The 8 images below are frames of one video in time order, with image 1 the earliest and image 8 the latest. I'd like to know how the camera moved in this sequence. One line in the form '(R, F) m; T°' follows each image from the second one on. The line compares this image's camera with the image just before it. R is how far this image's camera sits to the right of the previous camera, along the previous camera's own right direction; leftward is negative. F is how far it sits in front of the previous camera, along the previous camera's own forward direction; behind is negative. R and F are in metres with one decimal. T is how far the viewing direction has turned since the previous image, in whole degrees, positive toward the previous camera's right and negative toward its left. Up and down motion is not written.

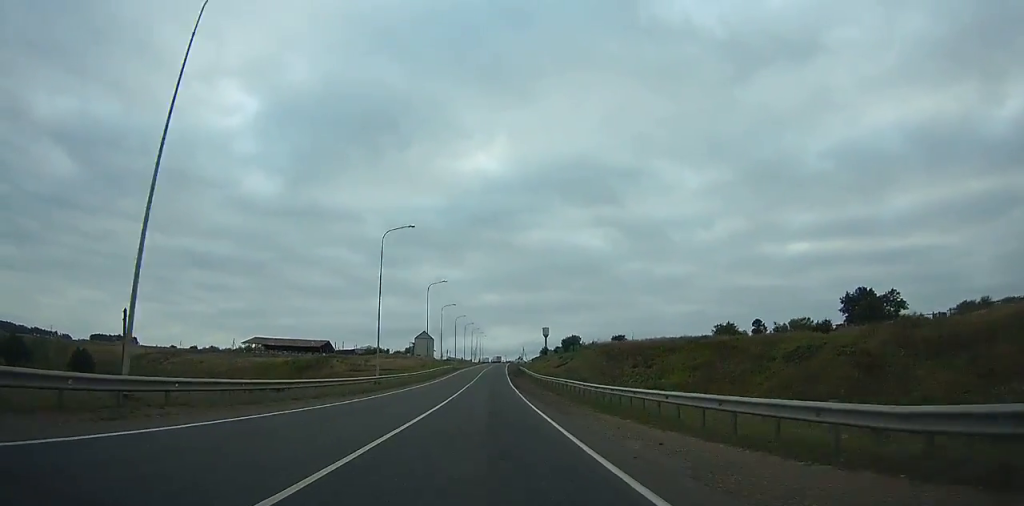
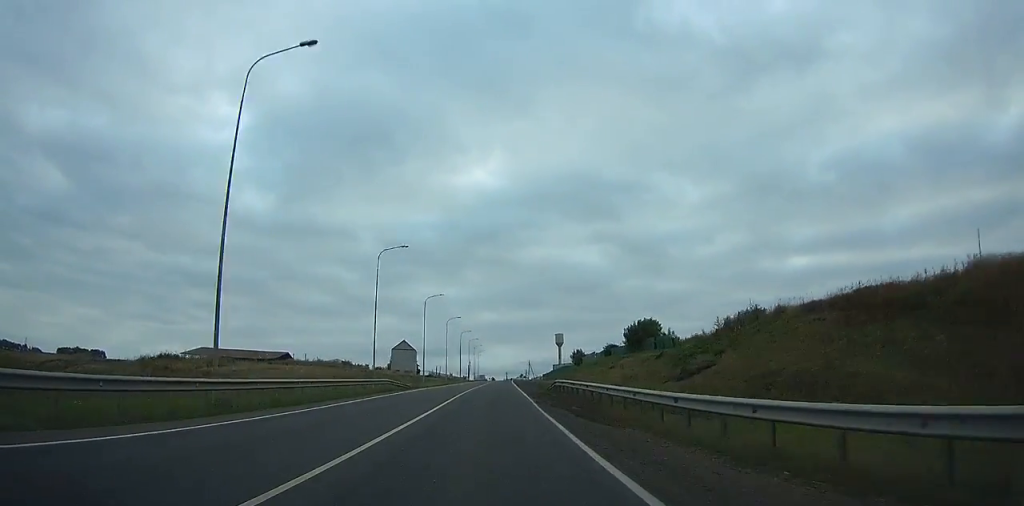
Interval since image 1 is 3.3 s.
(-0.6, +57.7) m; 0°
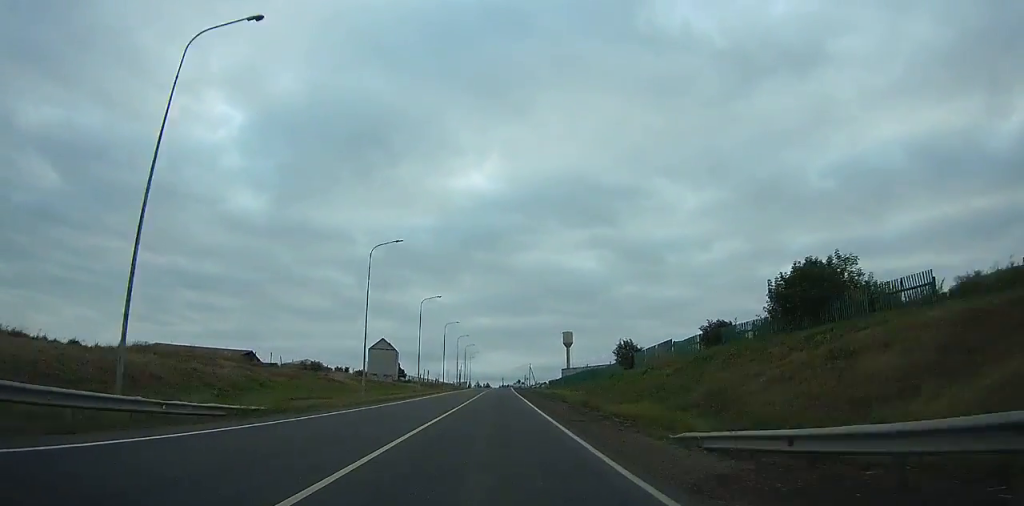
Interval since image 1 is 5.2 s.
(0.0, +33.0) m; 0°
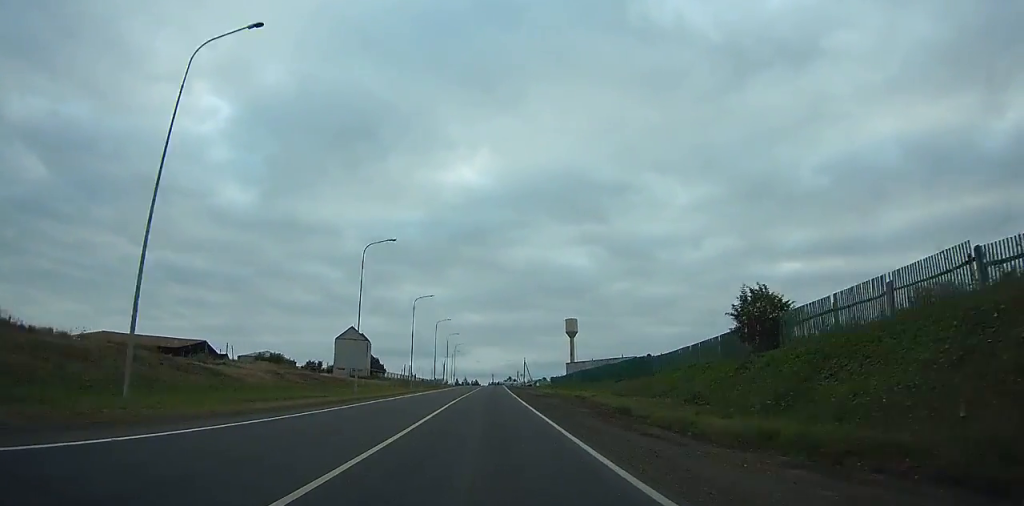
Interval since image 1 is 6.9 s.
(0.0, +29.3) m; 0°
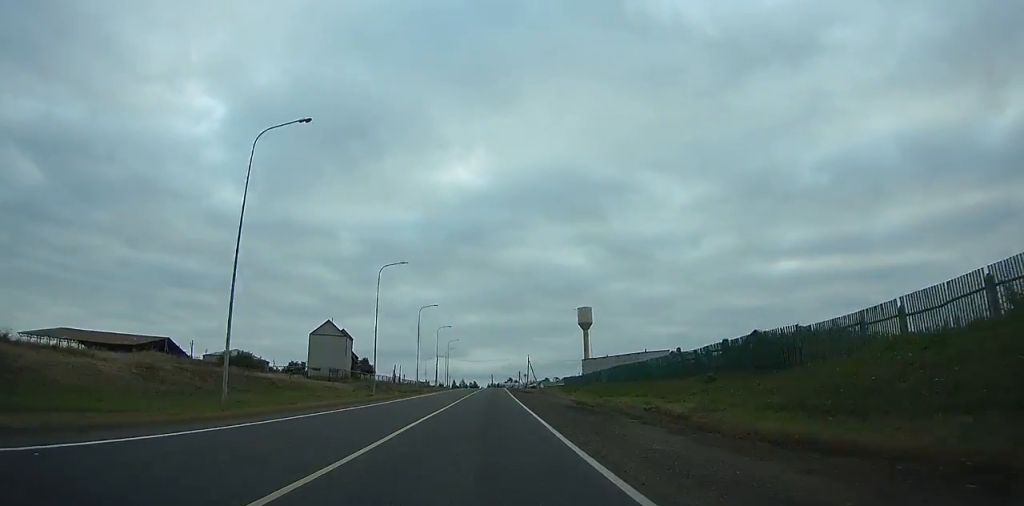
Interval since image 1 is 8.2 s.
(+0.1, +22.2) m; 0°
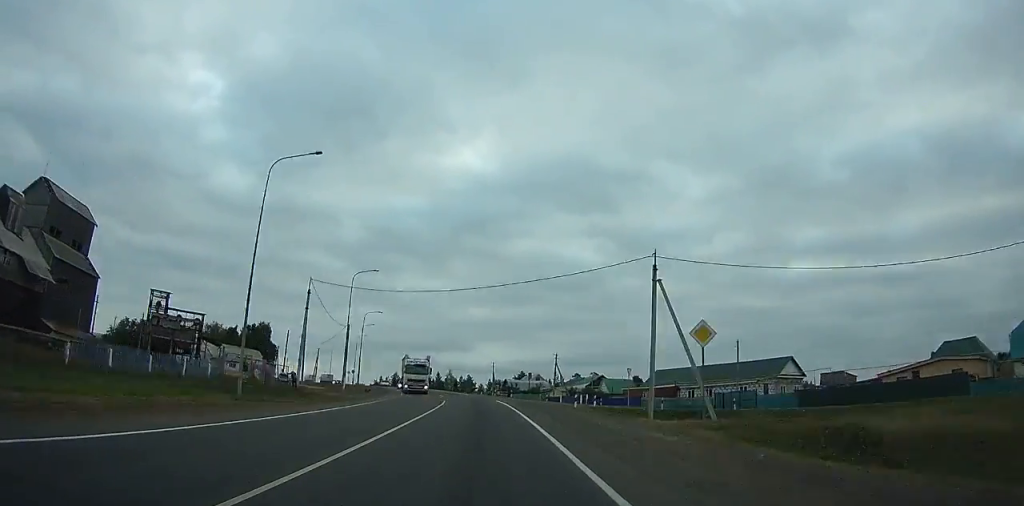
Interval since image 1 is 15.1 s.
(+1.6, +116.2) m; 0°
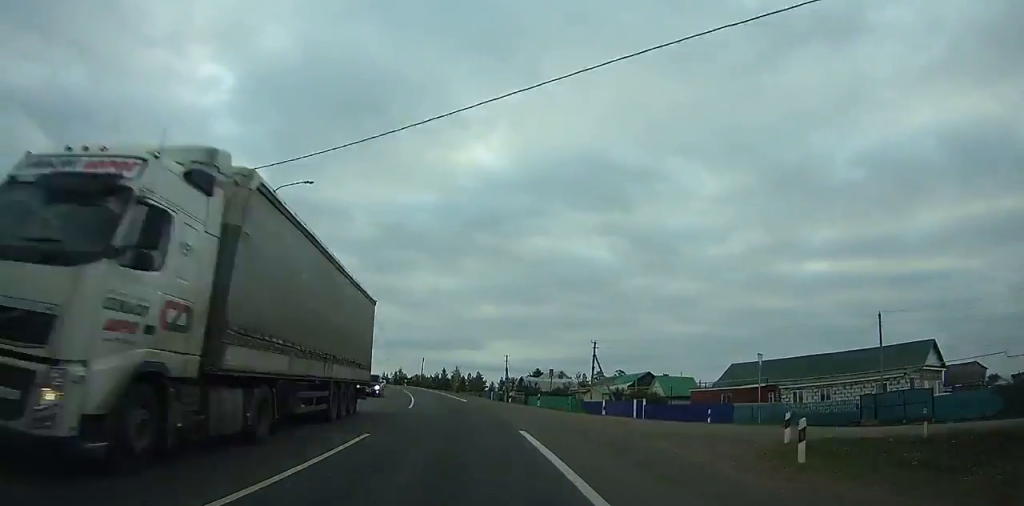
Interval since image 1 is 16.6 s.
(+0.4, +25.0) m; -1°
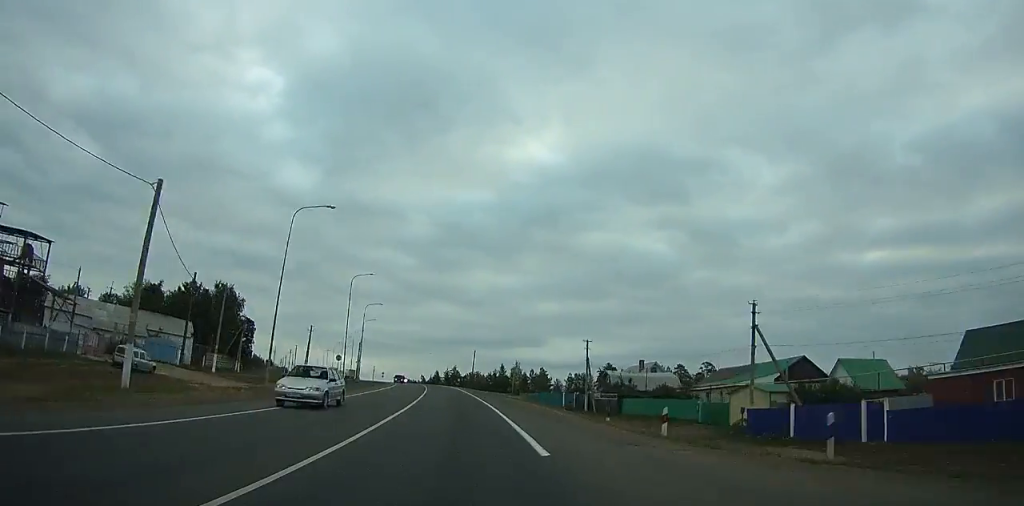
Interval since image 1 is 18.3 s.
(-1.1, +28.3) m; -4°
